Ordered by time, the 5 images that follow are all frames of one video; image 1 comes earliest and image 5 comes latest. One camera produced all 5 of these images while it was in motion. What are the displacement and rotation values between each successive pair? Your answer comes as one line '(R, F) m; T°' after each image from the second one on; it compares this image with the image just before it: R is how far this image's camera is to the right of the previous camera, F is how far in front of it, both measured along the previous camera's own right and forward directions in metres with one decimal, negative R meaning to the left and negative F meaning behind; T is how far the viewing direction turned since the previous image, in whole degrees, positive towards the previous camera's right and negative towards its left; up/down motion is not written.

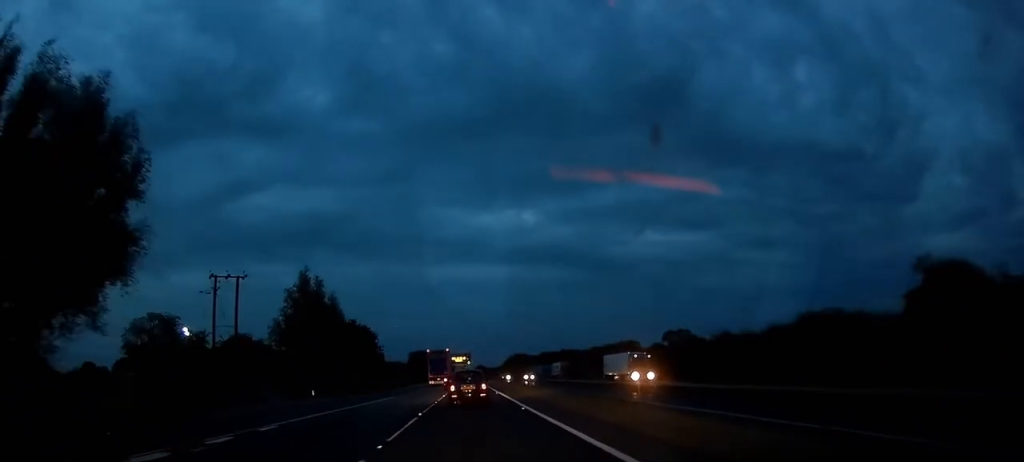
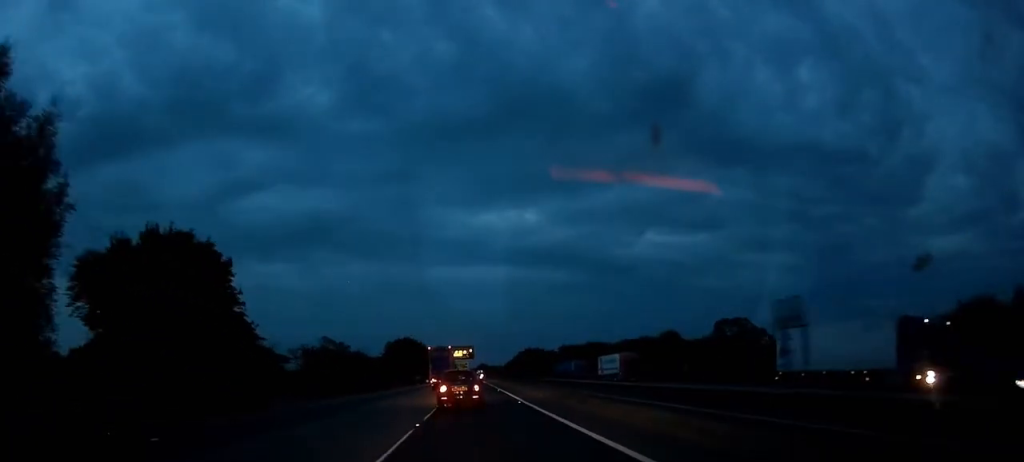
(+0.3, +51.4) m; -1°
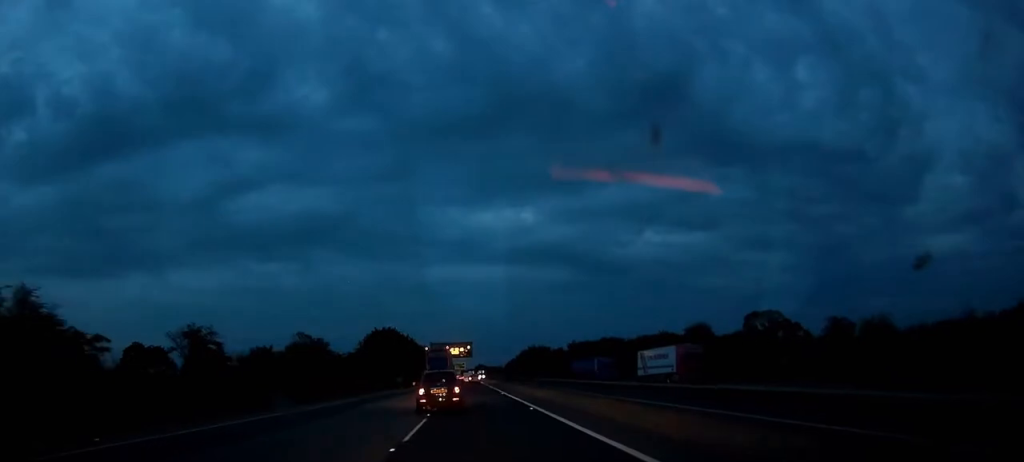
(-0.3, +24.1) m; -1°
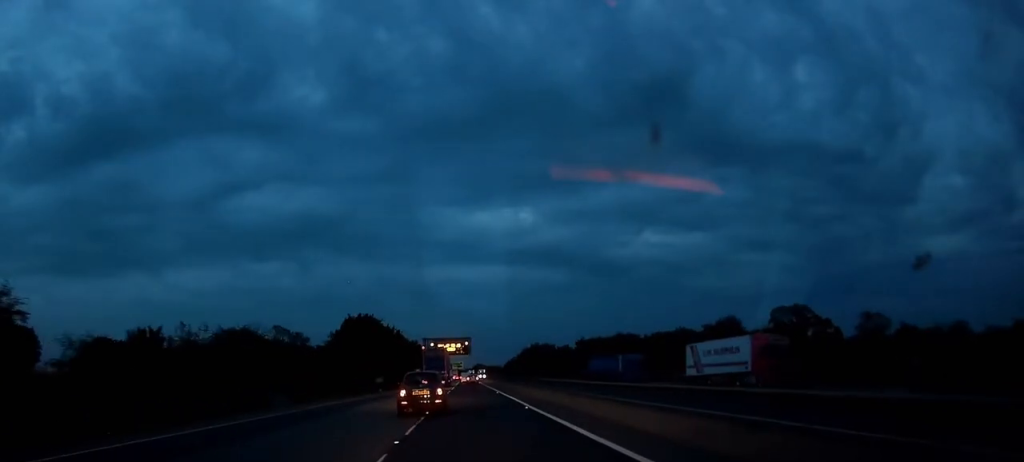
(-0.2, +17.4) m; +1°
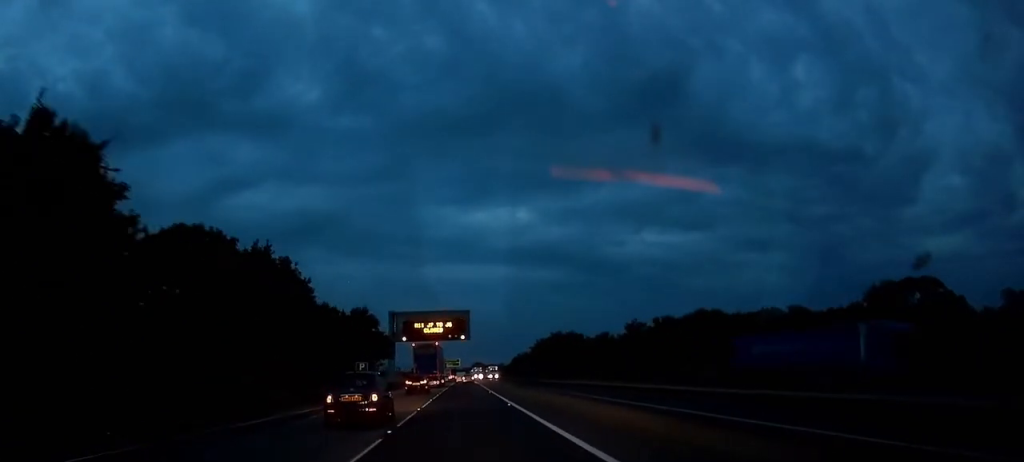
(+1.3, +53.9) m; 0°
